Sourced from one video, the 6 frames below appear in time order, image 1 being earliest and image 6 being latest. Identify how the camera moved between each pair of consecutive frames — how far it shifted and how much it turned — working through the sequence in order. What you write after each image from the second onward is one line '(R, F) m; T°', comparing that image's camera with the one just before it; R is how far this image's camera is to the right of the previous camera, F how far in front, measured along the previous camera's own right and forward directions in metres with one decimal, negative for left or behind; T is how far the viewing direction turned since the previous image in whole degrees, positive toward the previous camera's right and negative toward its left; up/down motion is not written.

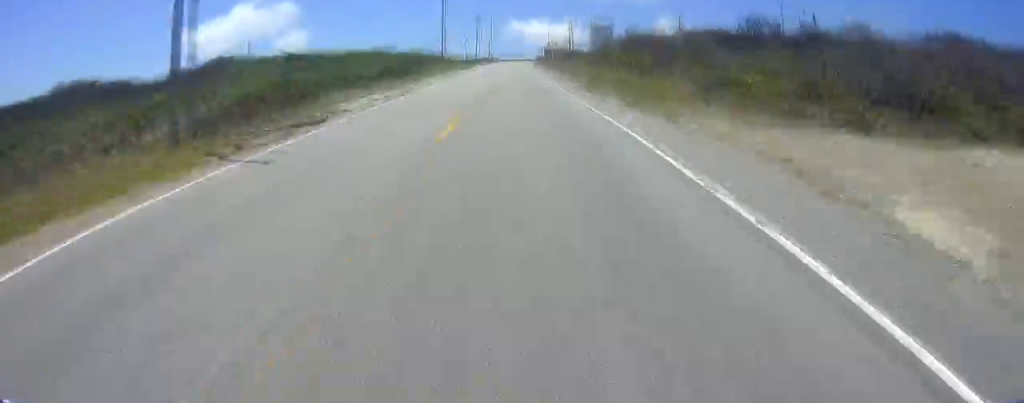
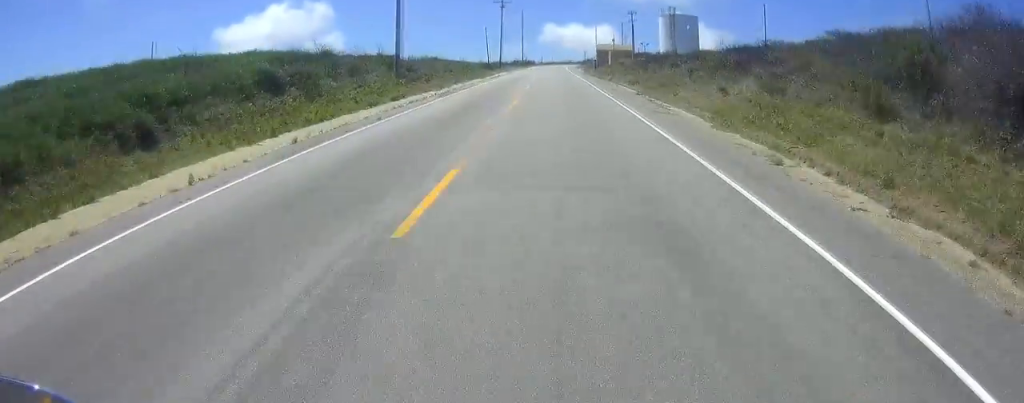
(+0.2, +50.3) m; 0°
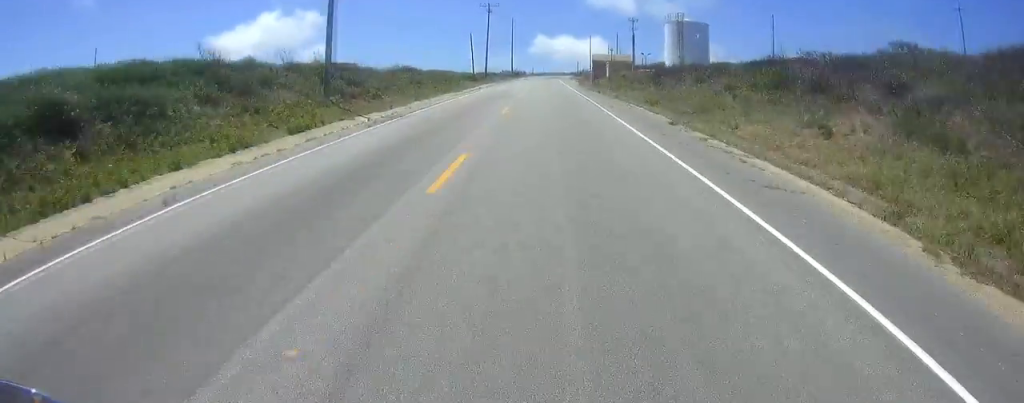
(+0.1, +12.3) m; 0°
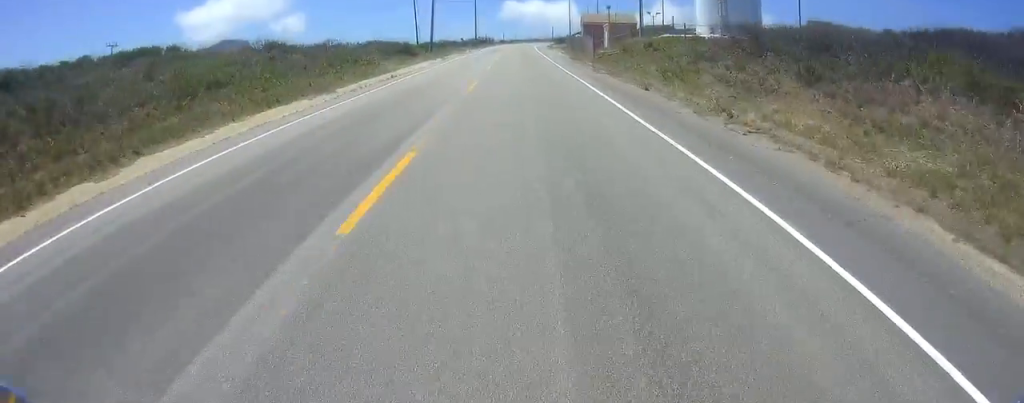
(+0.3, +33.1) m; +1°
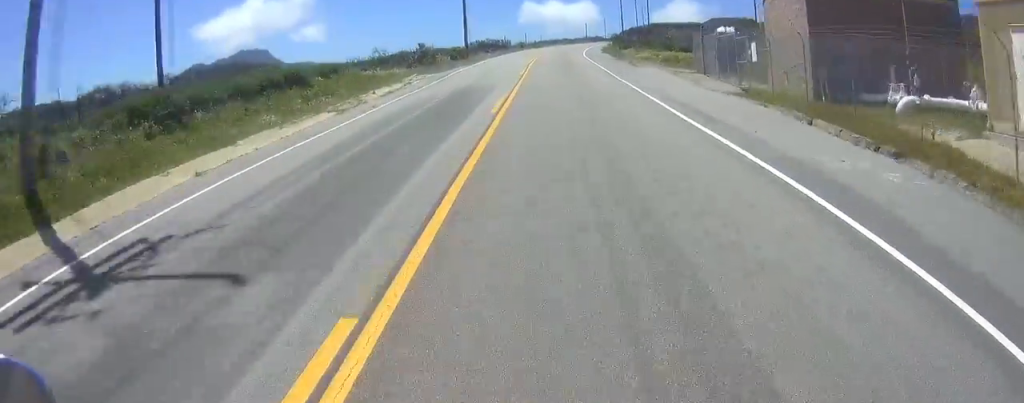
(-1.7, +63.6) m; -3°
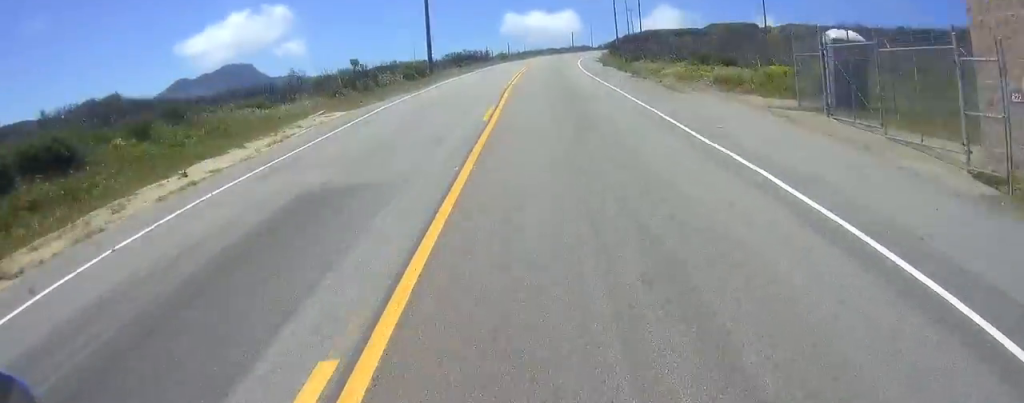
(-0.4, +14.0) m; +2°
